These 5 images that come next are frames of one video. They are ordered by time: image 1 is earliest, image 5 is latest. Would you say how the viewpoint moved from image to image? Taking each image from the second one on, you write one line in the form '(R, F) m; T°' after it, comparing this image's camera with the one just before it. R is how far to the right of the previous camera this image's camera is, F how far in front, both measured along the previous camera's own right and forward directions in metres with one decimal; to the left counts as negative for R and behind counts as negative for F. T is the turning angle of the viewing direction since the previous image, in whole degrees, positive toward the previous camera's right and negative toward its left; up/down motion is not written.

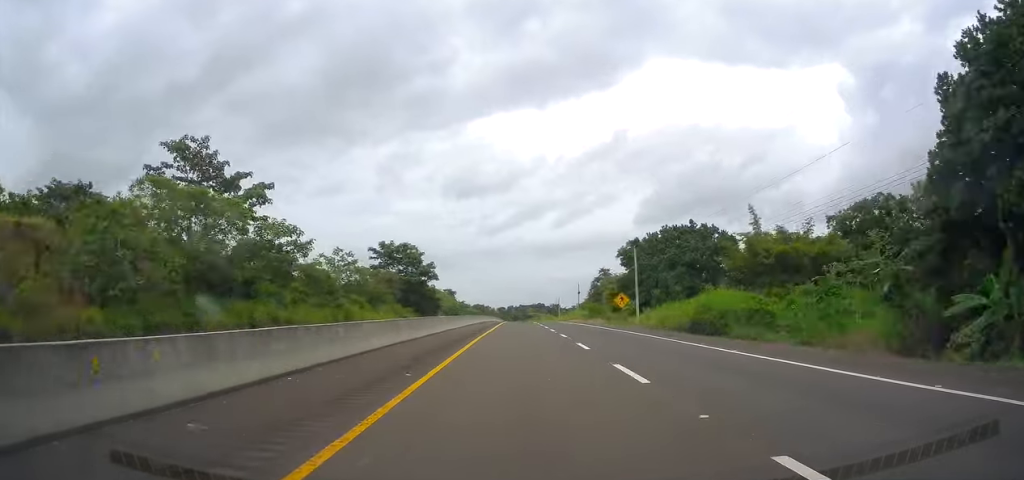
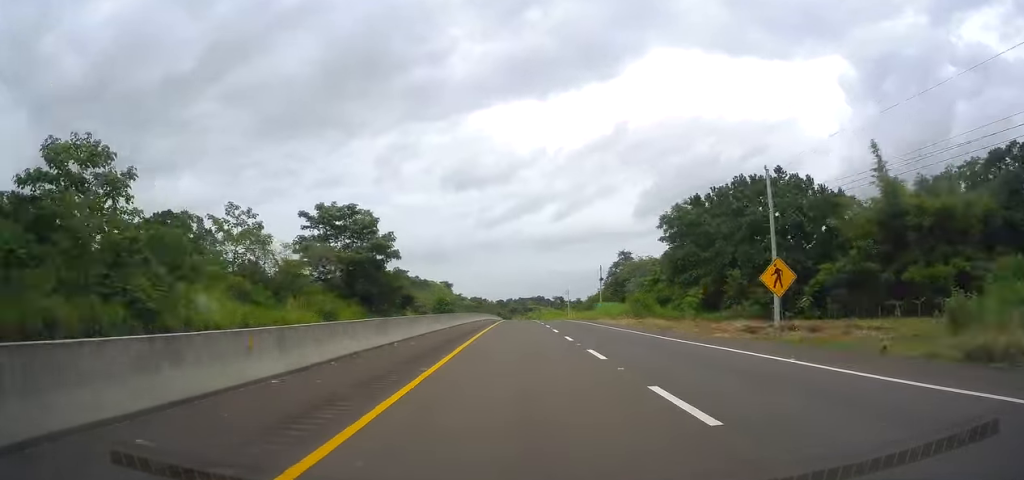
(0.0, +35.4) m; 0°
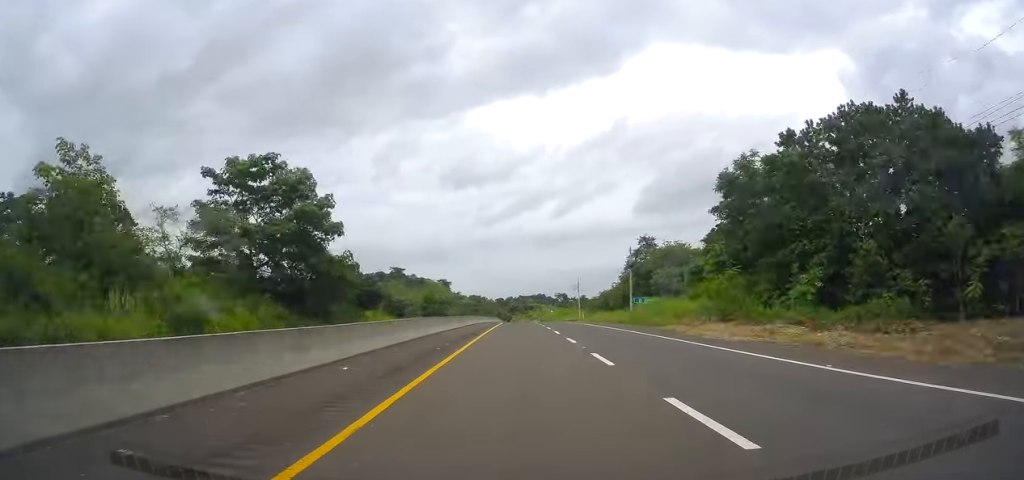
(-0.3, +25.0) m; 0°
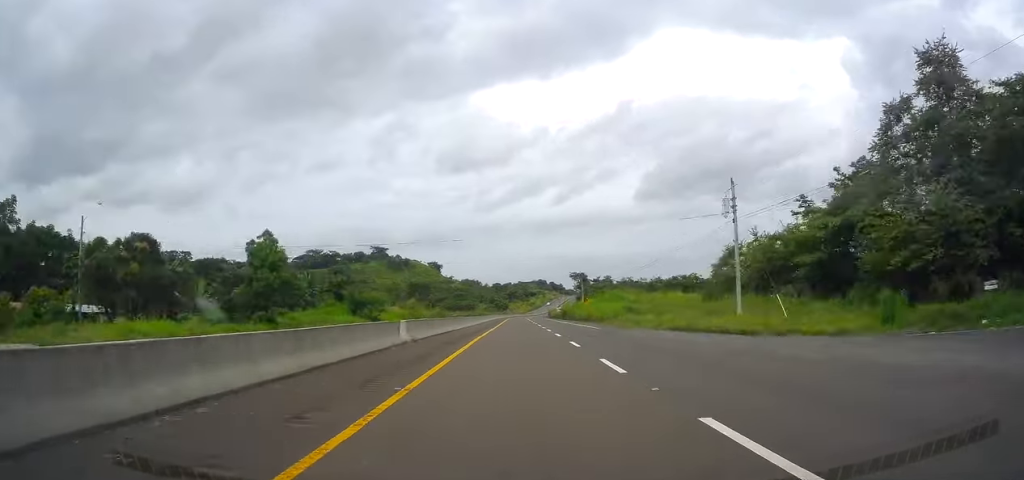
(+0.2, +89.6) m; 0°
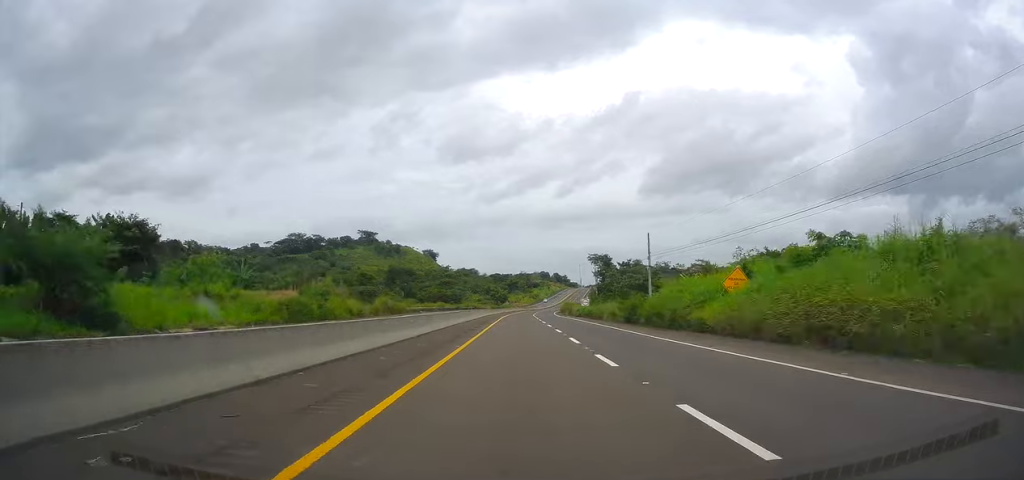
(+0.2, +55.3) m; 0°
